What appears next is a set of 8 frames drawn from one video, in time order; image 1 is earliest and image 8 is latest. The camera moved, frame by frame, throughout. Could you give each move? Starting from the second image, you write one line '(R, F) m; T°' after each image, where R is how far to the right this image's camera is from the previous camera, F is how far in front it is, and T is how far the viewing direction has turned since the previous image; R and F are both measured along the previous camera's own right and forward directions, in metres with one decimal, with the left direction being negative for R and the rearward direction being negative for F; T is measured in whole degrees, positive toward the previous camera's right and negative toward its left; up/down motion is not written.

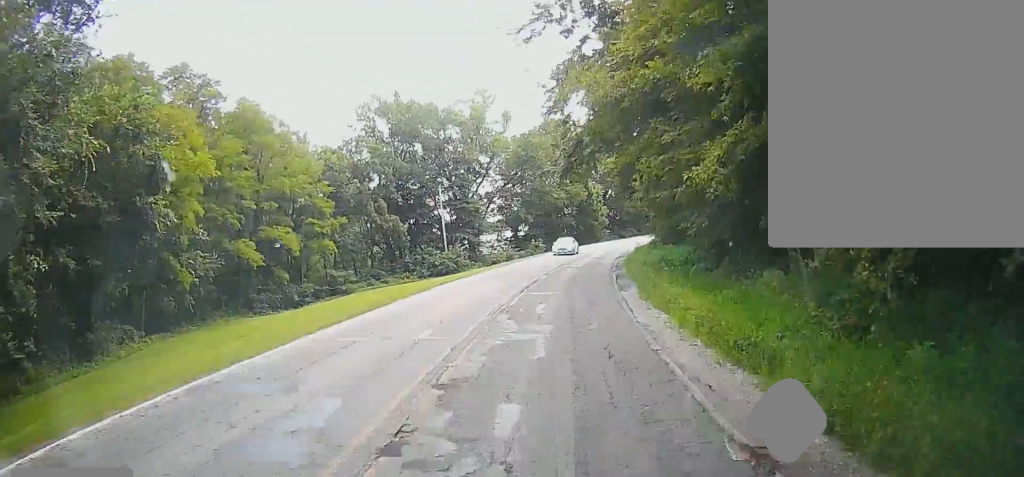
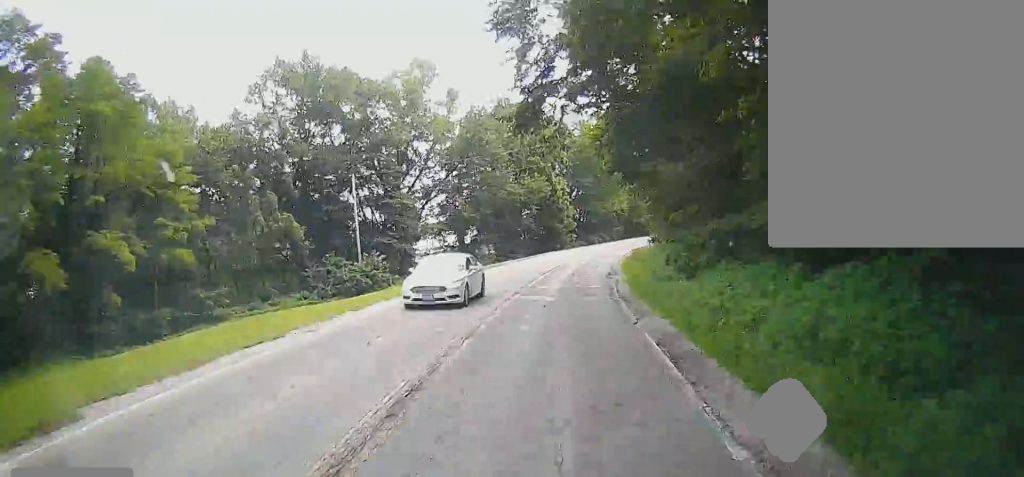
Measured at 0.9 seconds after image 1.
(+0.5, +18.5) m; +4°
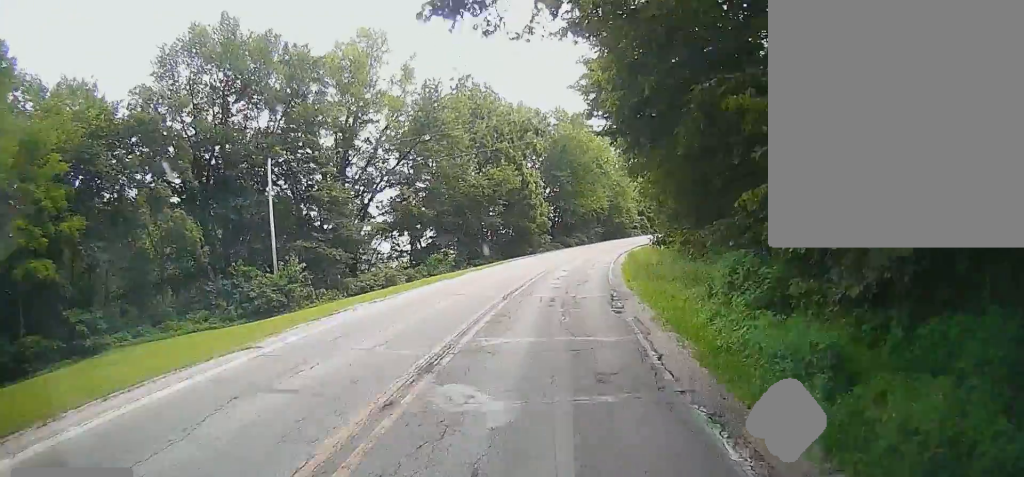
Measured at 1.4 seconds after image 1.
(+0.4, +12.0) m; +1°
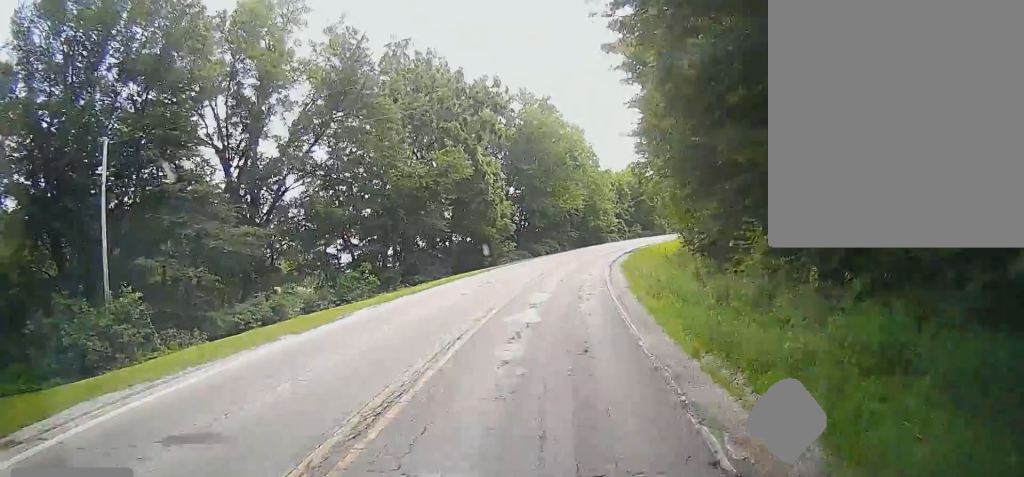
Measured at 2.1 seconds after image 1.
(+0.3, +14.8) m; +1°
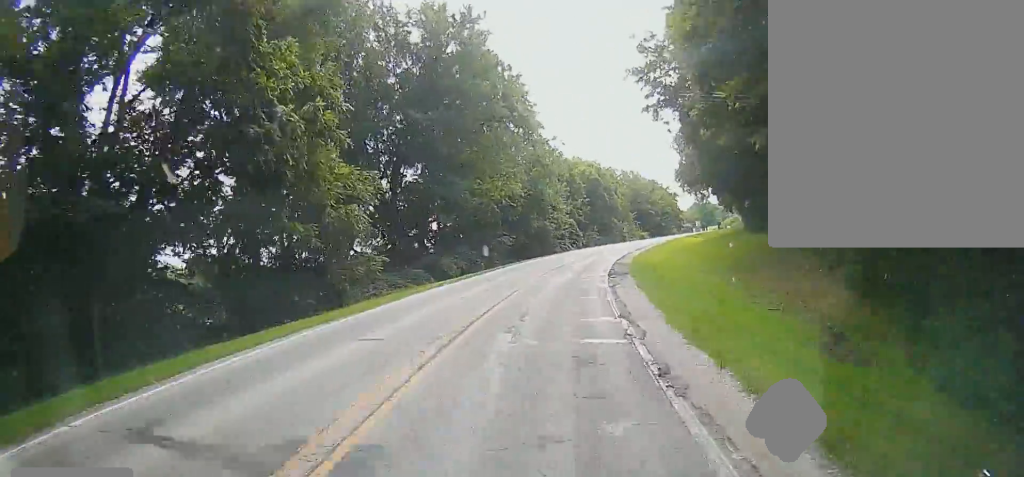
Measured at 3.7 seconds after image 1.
(+0.1, +32.5) m; +5°
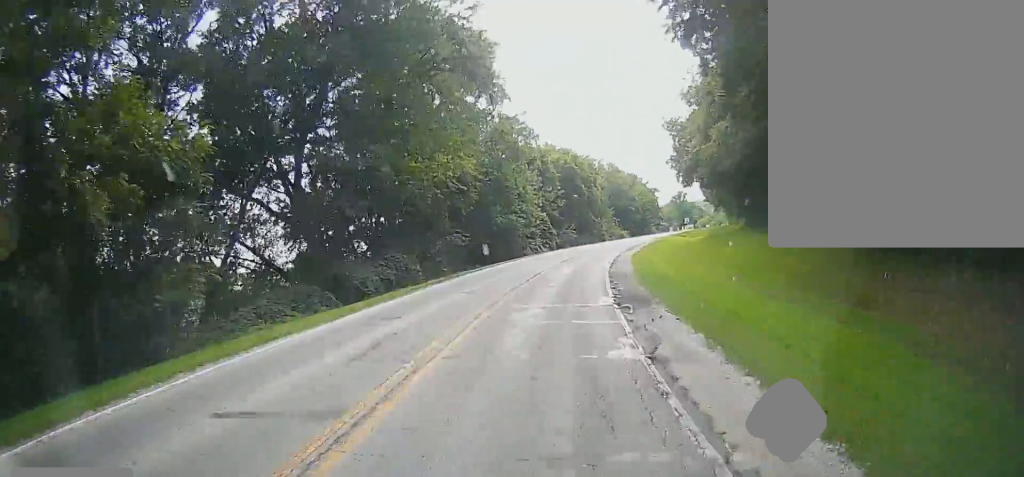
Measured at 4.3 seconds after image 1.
(+0.8, +14.2) m; +5°
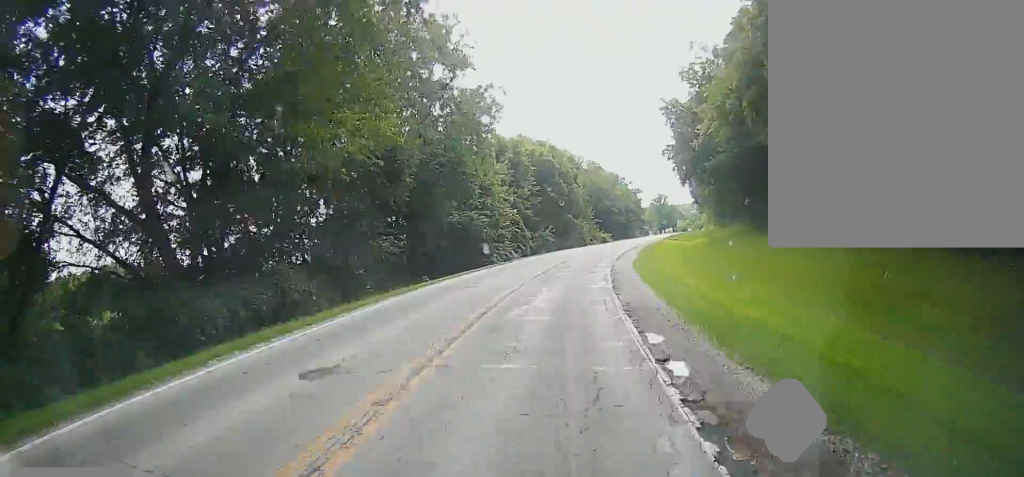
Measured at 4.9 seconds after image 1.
(+0.5, +12.9) m; +5°
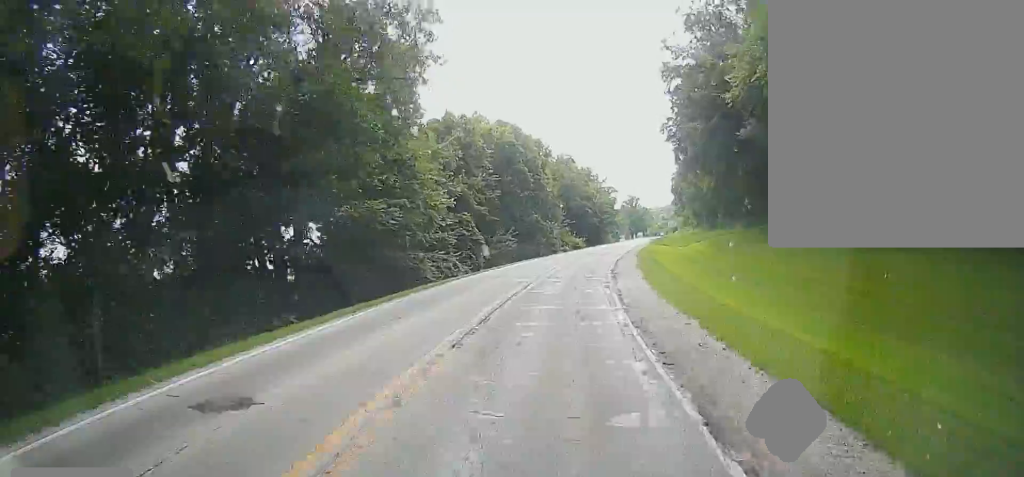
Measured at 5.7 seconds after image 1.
(+0.9, +16.7) m; +3°
